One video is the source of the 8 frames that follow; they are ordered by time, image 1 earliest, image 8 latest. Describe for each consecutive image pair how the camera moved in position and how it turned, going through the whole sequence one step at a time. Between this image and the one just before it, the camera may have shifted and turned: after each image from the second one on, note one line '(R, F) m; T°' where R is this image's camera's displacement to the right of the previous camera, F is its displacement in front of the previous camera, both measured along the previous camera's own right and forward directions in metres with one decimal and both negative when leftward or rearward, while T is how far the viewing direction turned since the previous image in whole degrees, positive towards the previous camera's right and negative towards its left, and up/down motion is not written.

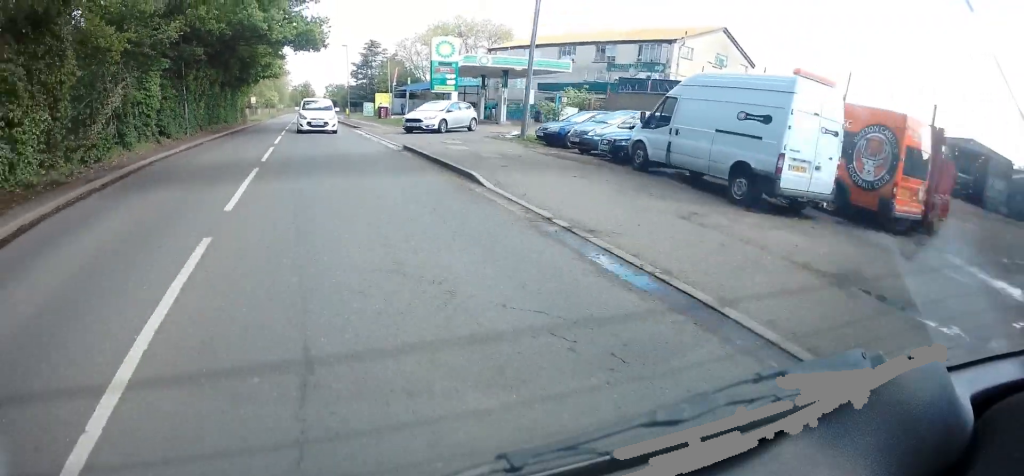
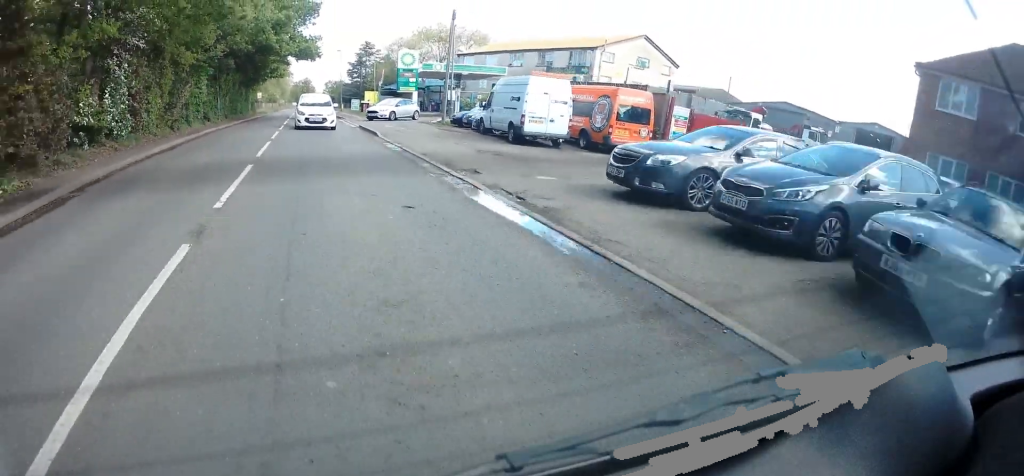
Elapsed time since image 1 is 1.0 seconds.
(0.0, +12.3) m; 0°
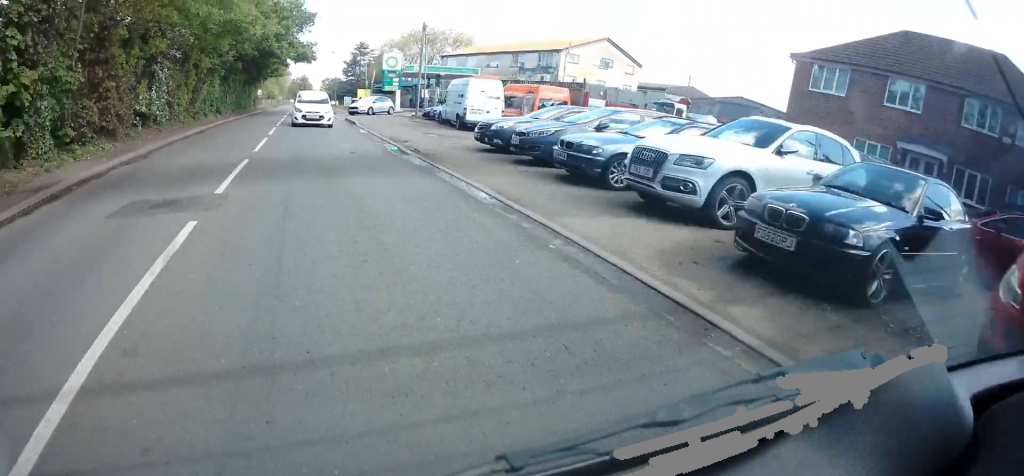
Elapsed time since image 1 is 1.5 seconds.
(0.0, +6.9) m; 0°
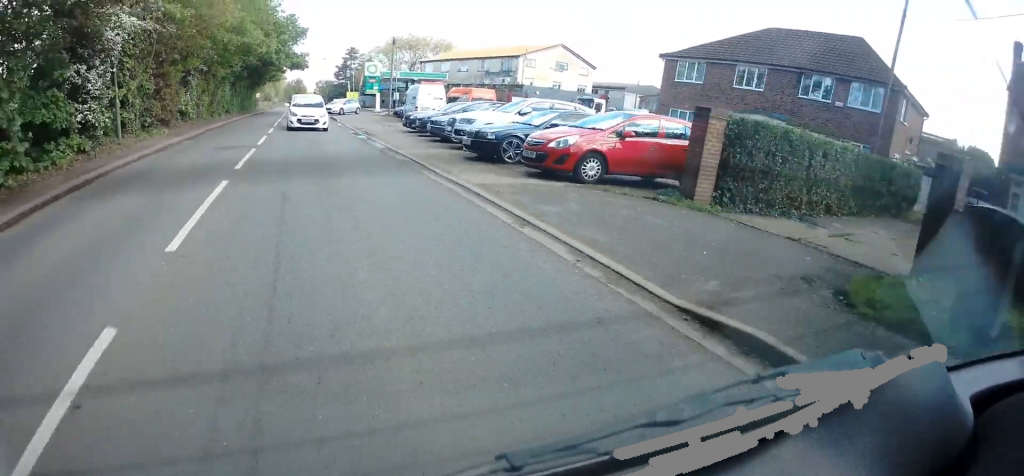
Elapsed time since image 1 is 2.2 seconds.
(0.0, +9.5) m; -1°
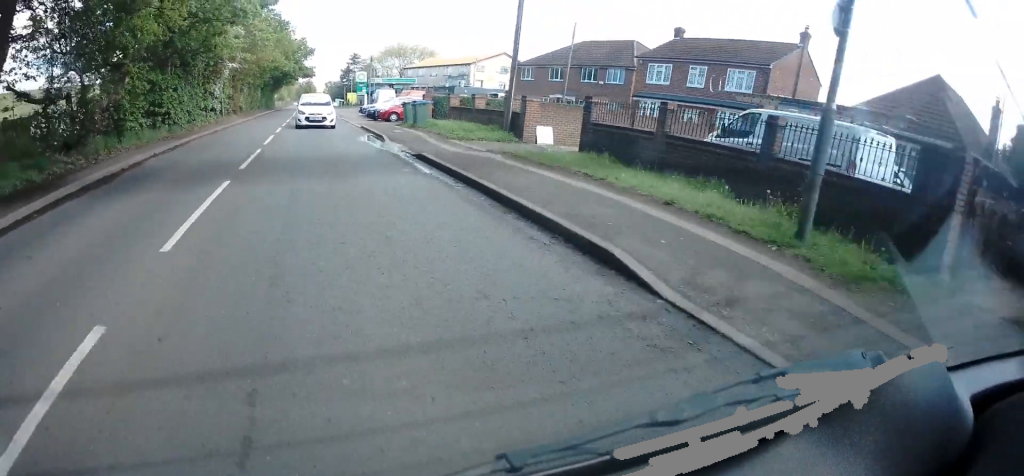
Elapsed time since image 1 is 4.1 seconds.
(-0.3, +24.1) m; 0°
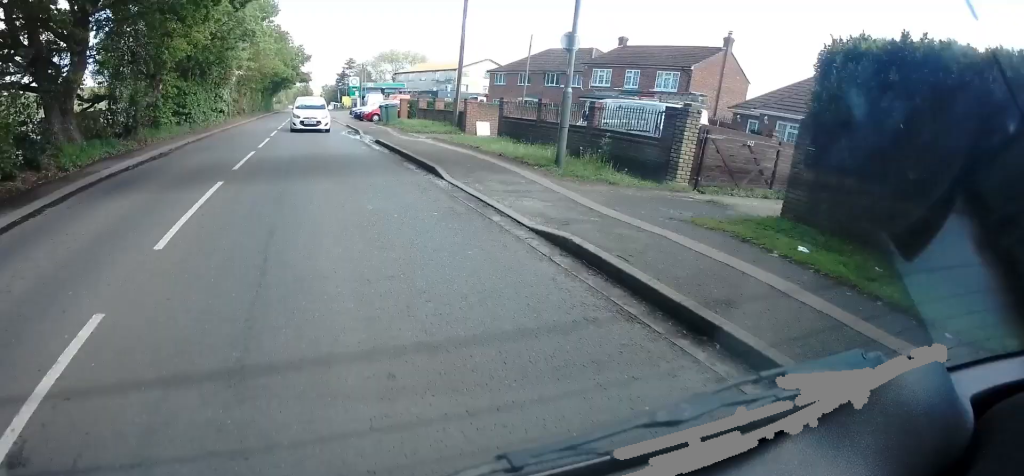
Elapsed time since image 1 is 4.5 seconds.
(+0.1, +6.1) m; +1°
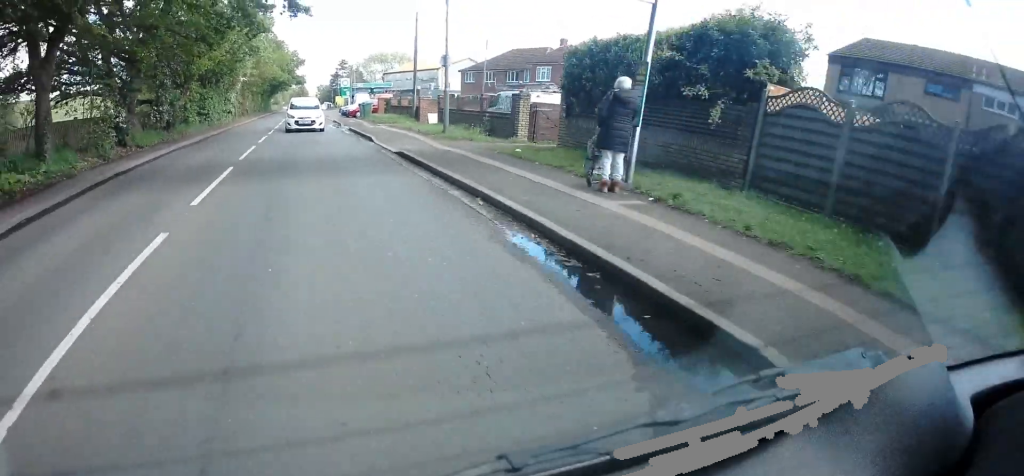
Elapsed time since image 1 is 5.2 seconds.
(0.0, +8.1) m; 0°
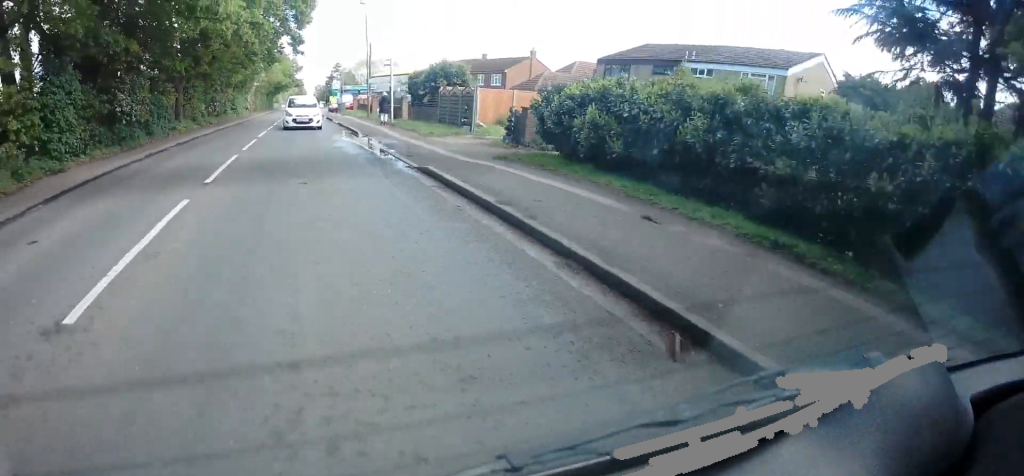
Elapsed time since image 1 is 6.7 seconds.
(0.0, +19.7) m; 0°
